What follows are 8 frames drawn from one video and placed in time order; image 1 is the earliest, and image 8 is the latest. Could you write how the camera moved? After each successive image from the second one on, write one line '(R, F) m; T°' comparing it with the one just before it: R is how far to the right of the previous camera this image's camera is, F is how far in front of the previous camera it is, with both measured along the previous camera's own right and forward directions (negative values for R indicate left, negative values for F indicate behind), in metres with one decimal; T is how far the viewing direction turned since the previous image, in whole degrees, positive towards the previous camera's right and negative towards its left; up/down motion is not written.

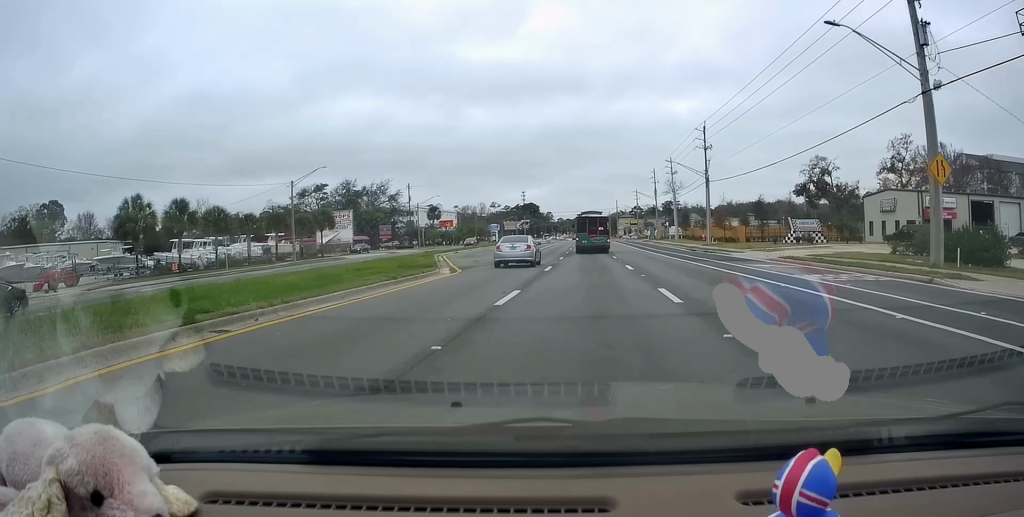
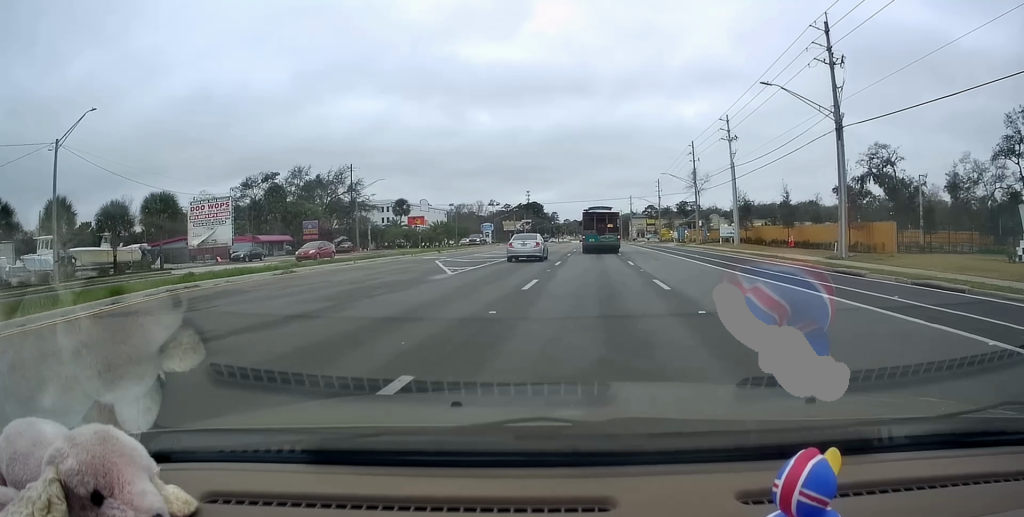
(-0.8, +34.0) m; -2°
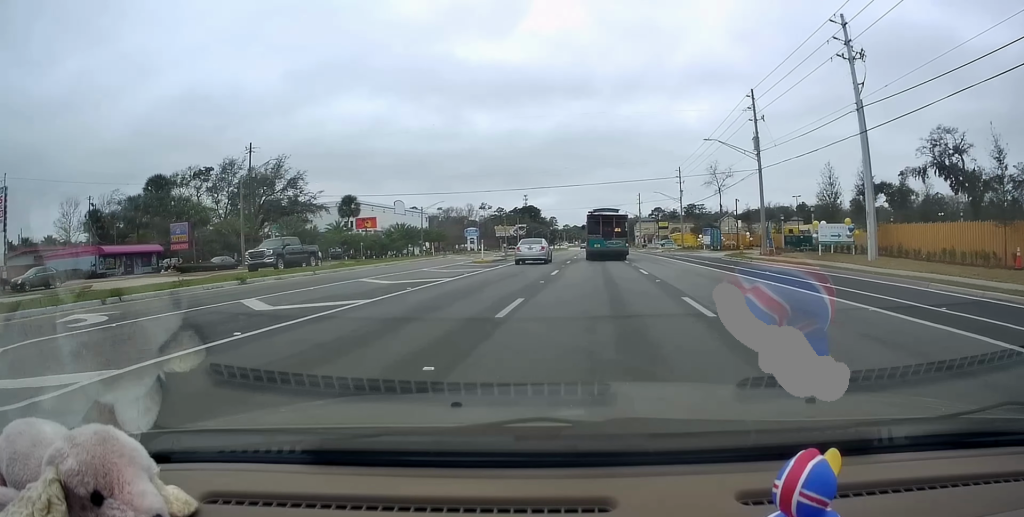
(-0.1, +28.8) m; 0°
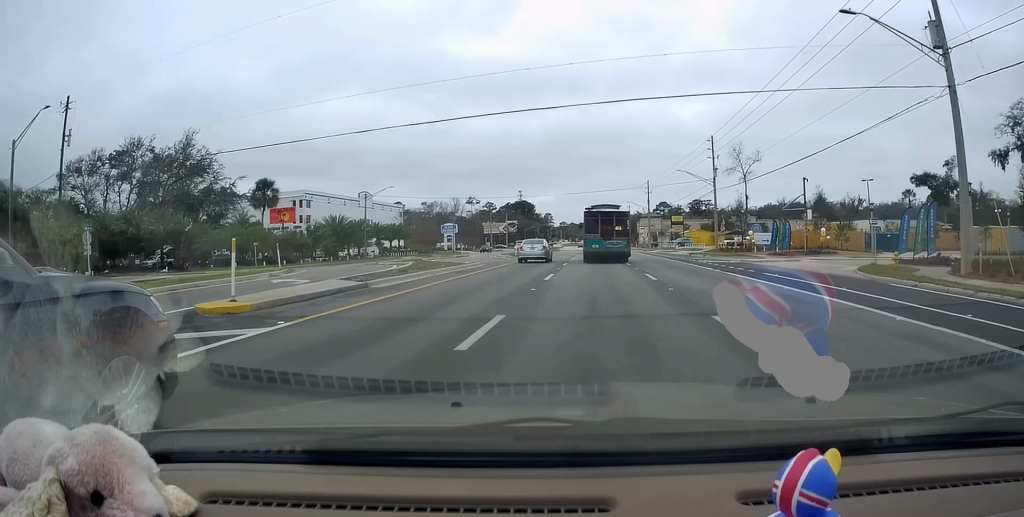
(+0.3, +27.0) m; +2°
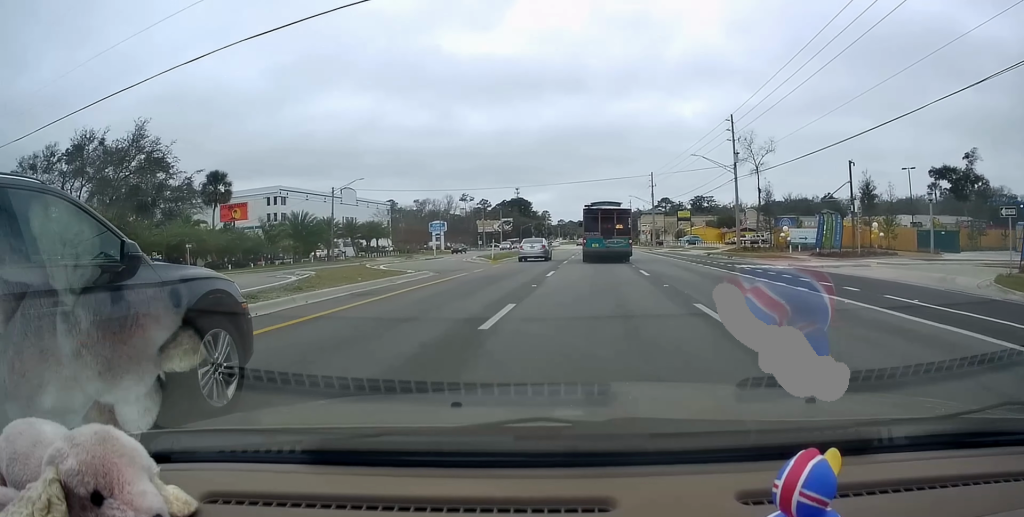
(+0.1, +10.6) m; +1°
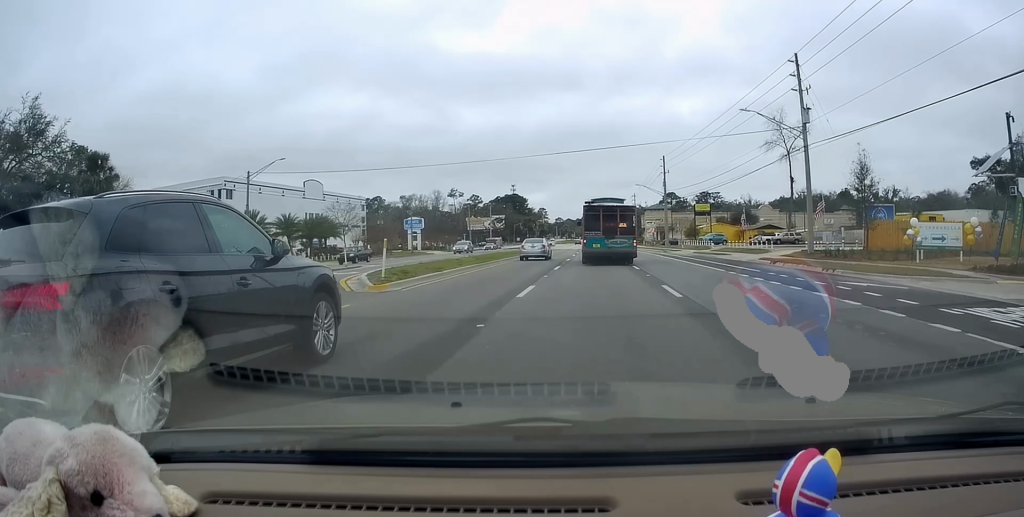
(0.0, +19.4) m; 0°
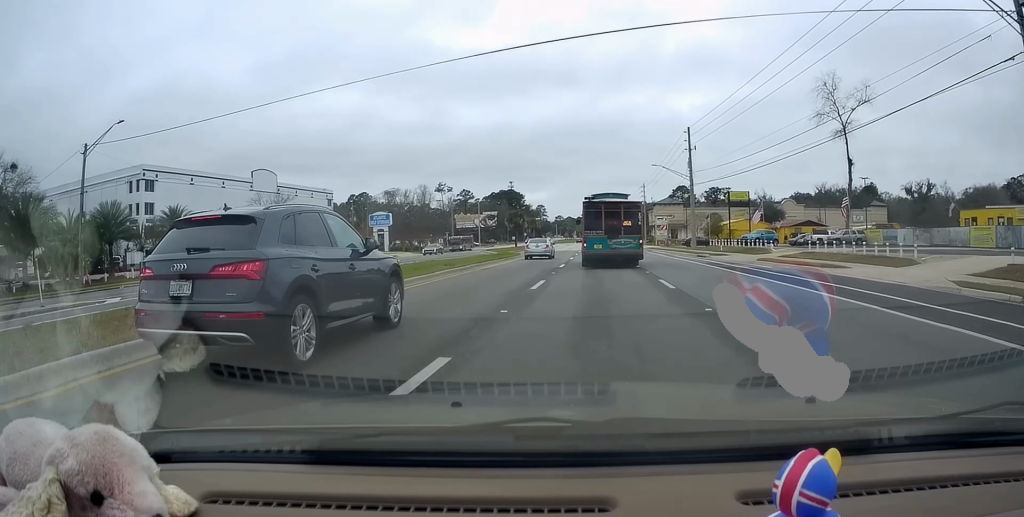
(-0.1, +21.7) m; -2°
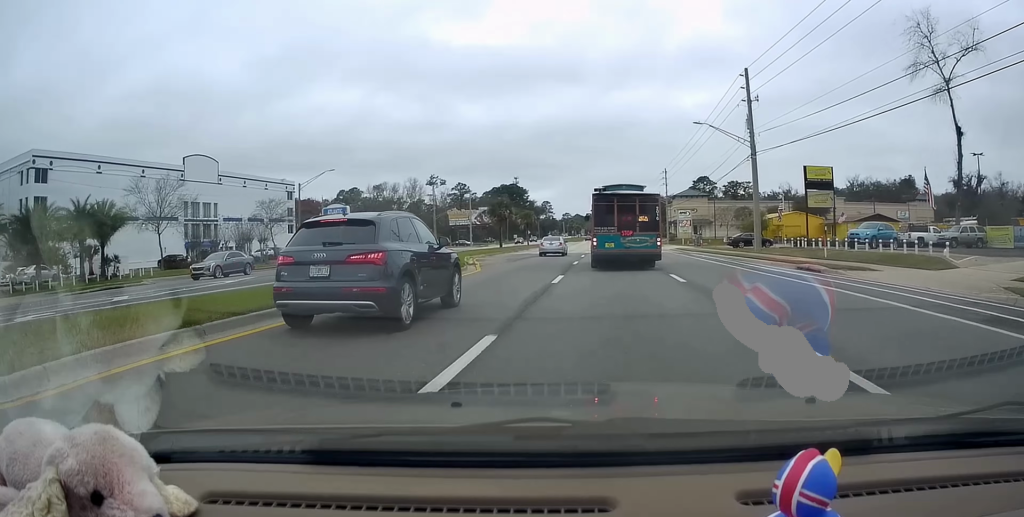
(-0.5, +23.2) m; 0°
